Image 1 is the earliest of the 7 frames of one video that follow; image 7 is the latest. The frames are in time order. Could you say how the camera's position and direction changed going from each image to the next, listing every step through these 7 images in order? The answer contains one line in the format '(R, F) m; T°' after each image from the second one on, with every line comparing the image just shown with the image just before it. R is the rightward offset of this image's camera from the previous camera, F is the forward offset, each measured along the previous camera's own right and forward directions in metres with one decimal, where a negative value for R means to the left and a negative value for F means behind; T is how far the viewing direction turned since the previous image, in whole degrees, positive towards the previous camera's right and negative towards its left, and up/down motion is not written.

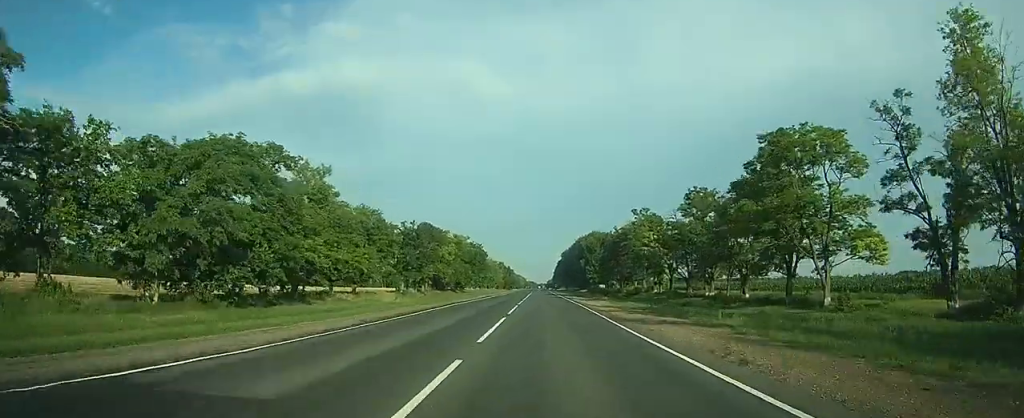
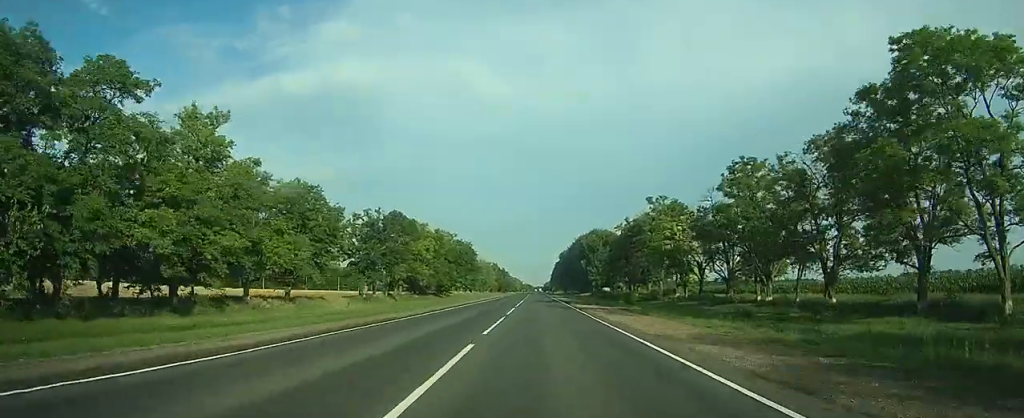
(0.0, +24.5) m; 0°
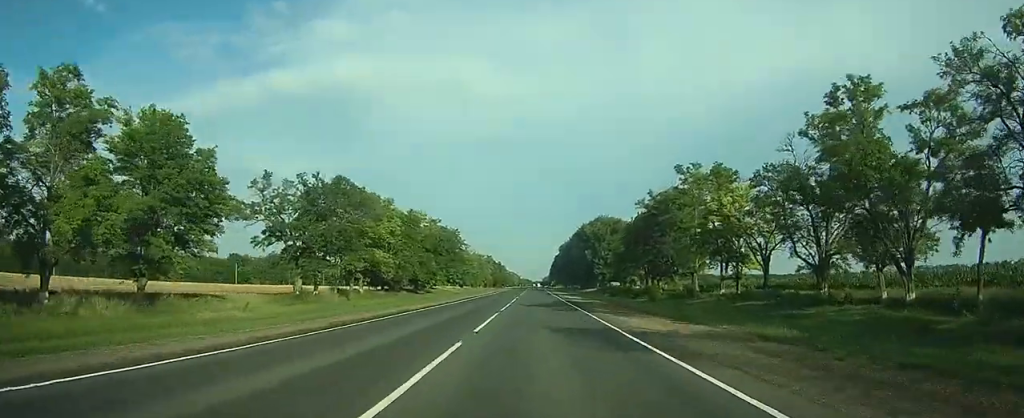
(0.0, +26.7) m; 0°
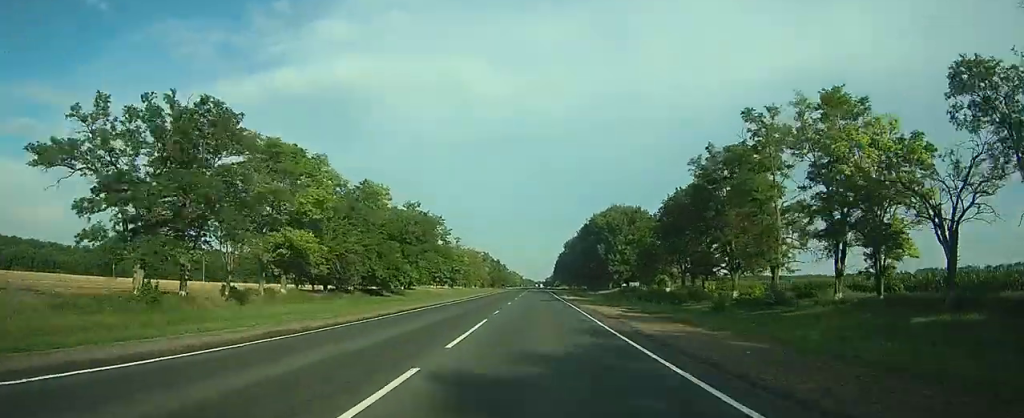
(+0.2, +29.3) m; 0°
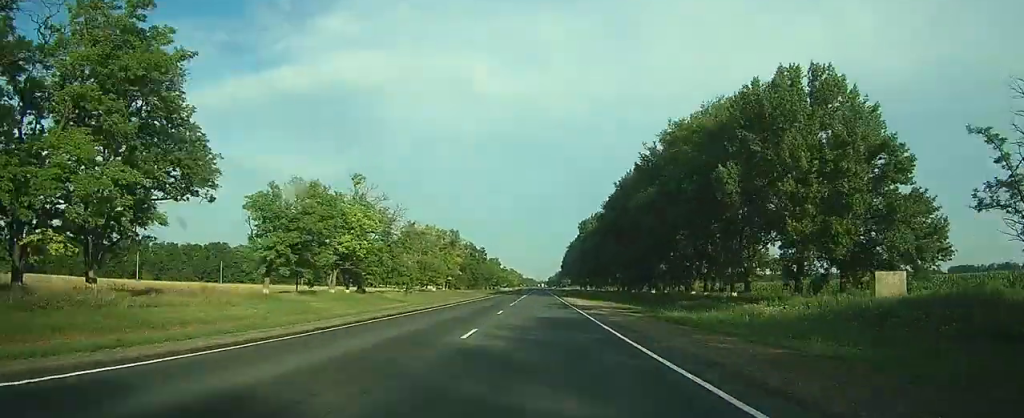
(-0.3, +96.3) m; -2°
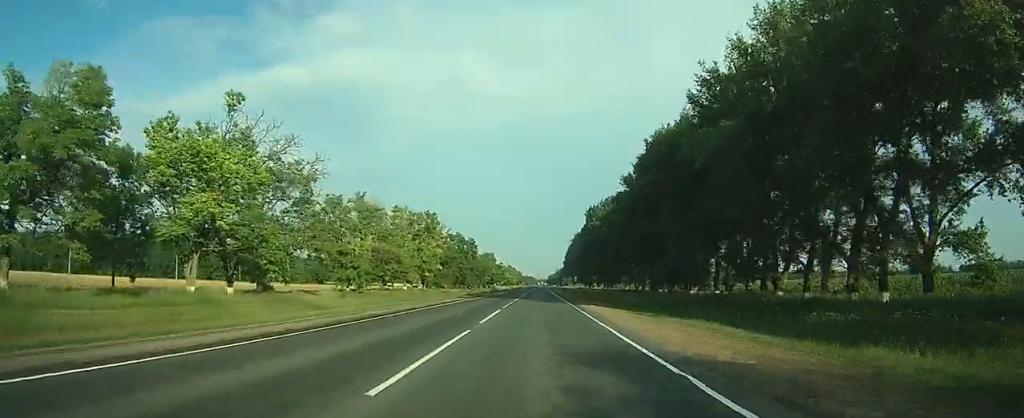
(-0.9, +33.4) m; -2°
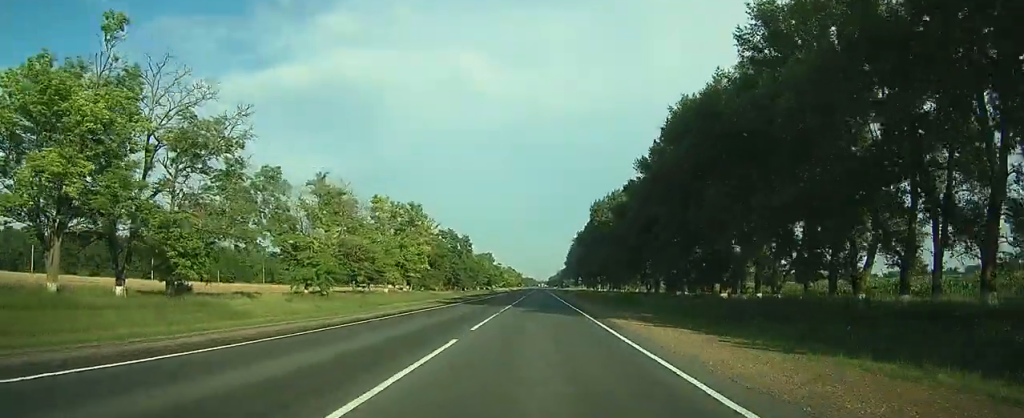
(-0.2, +15.8) m; -1°
